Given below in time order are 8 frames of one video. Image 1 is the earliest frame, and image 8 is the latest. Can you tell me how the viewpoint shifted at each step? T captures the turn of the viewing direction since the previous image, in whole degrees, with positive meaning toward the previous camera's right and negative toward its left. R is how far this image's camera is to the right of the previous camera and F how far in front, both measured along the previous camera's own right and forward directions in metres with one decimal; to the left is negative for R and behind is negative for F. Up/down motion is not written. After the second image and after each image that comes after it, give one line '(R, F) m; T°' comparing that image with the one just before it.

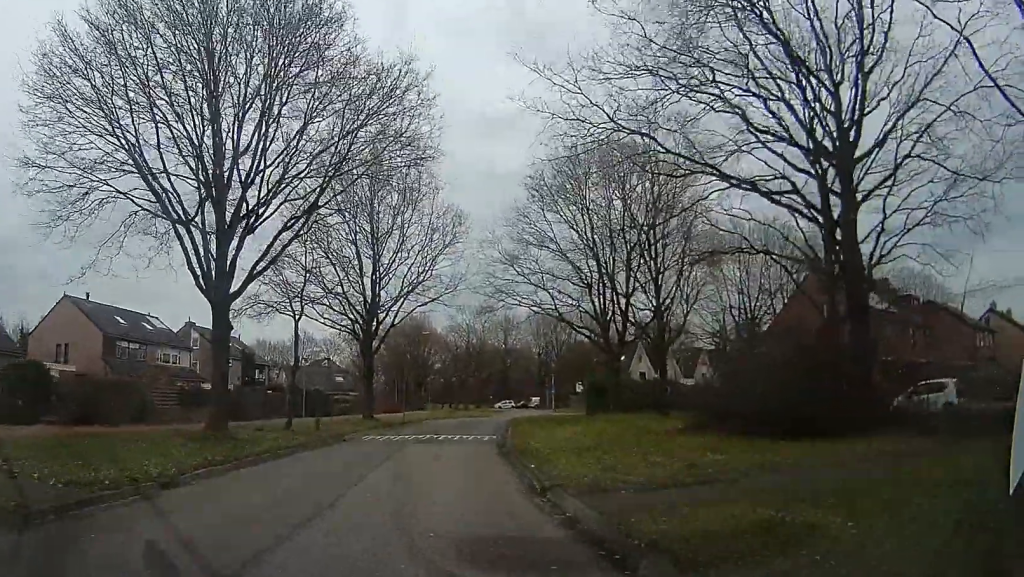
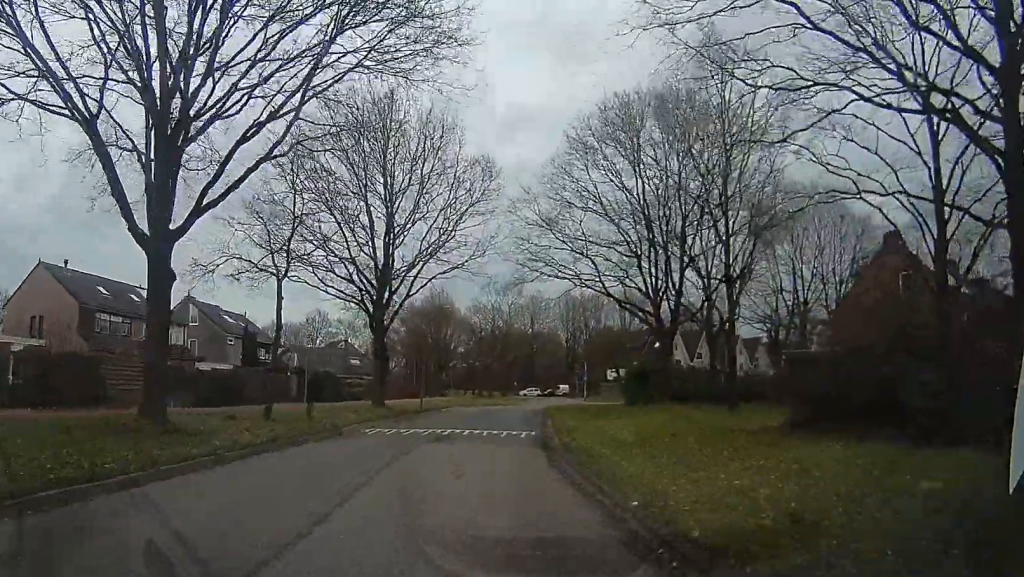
(+0.2, +6.5) m; +2°
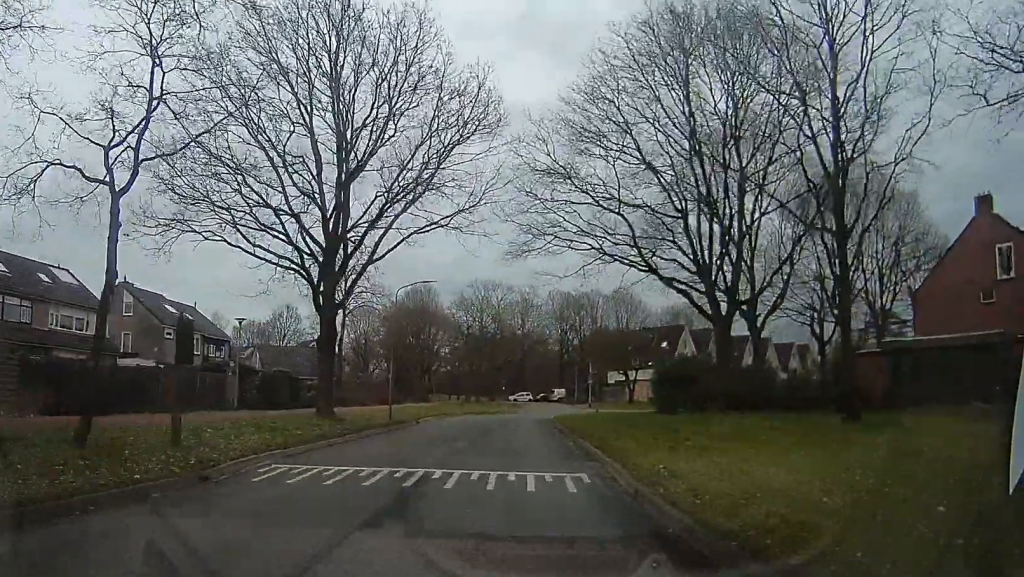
(+0.1, +10.4) m; +1°
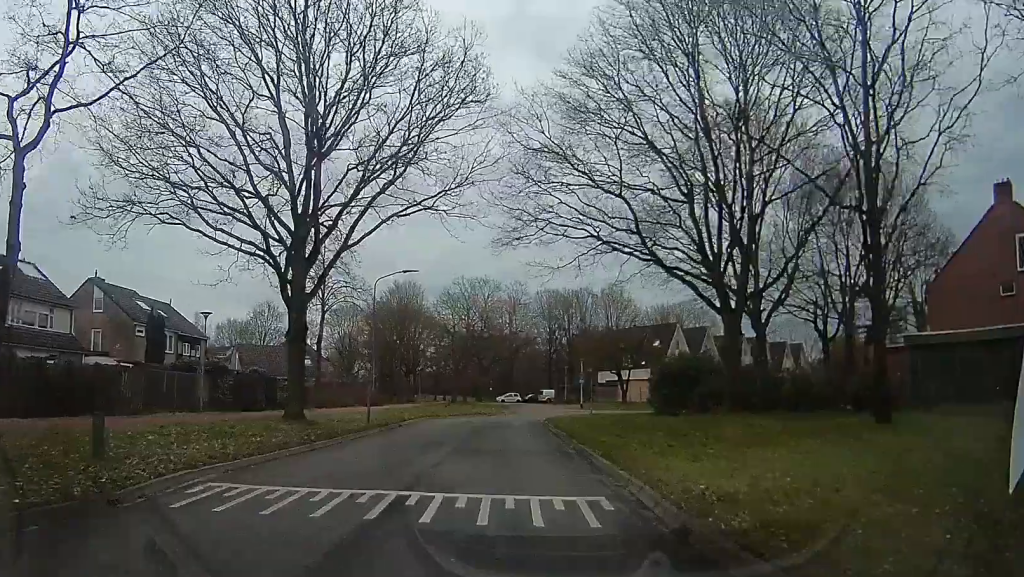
(0.0, +2.4) m; 0°
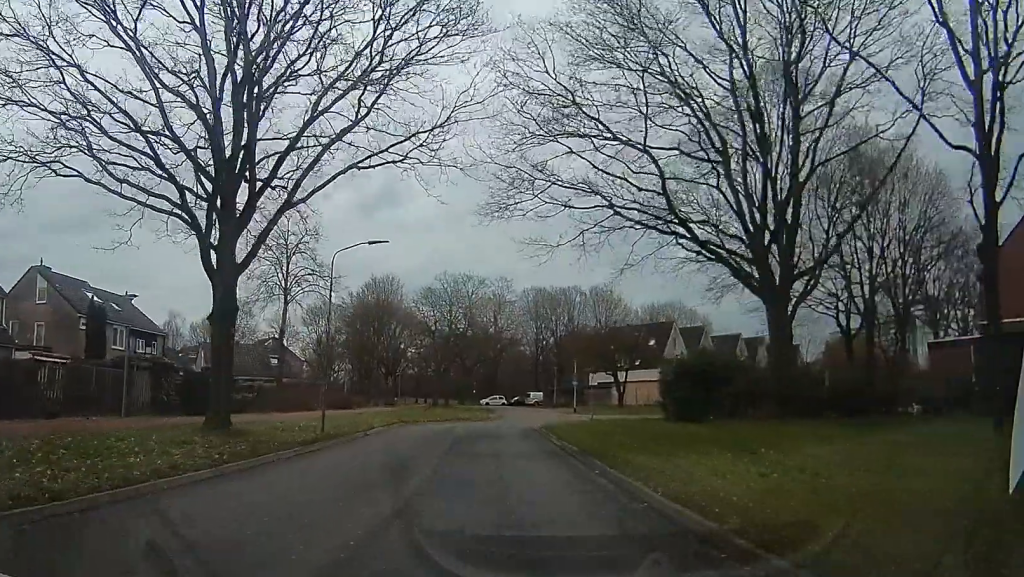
(0.0, +5.1) m; +2°
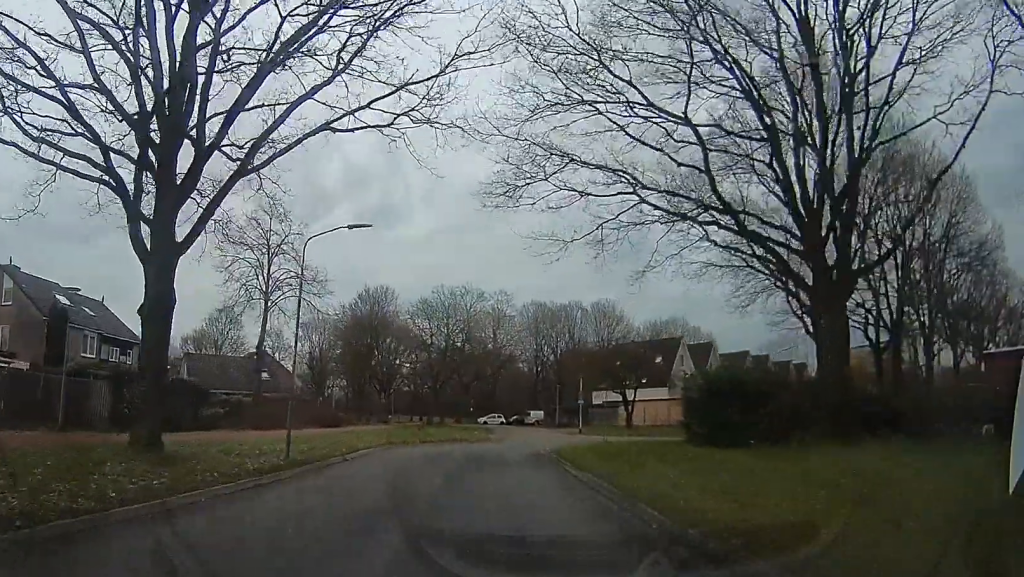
(-0.1, +3.6) m; +2°
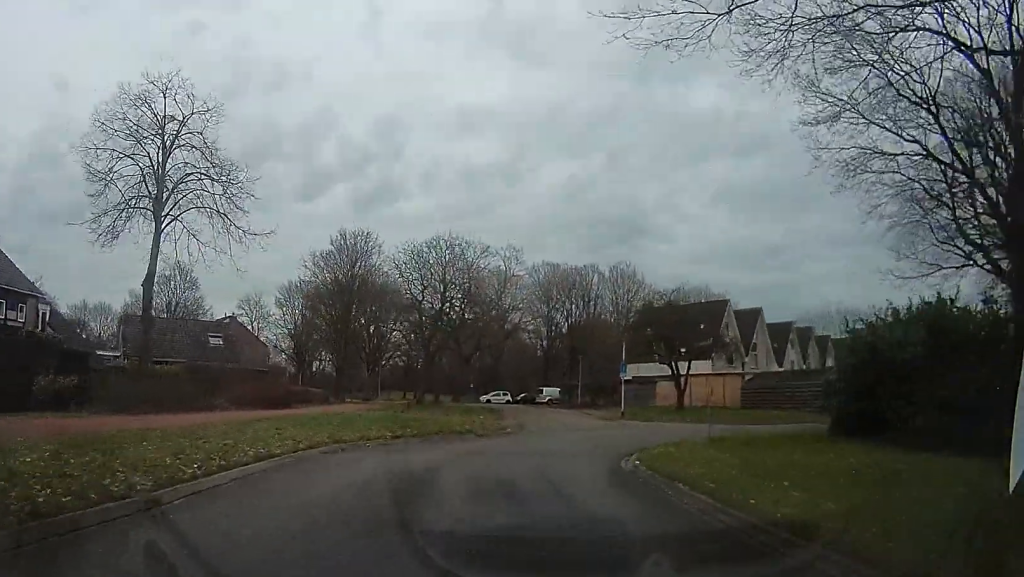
(+1.1, +12.6) m; +6°
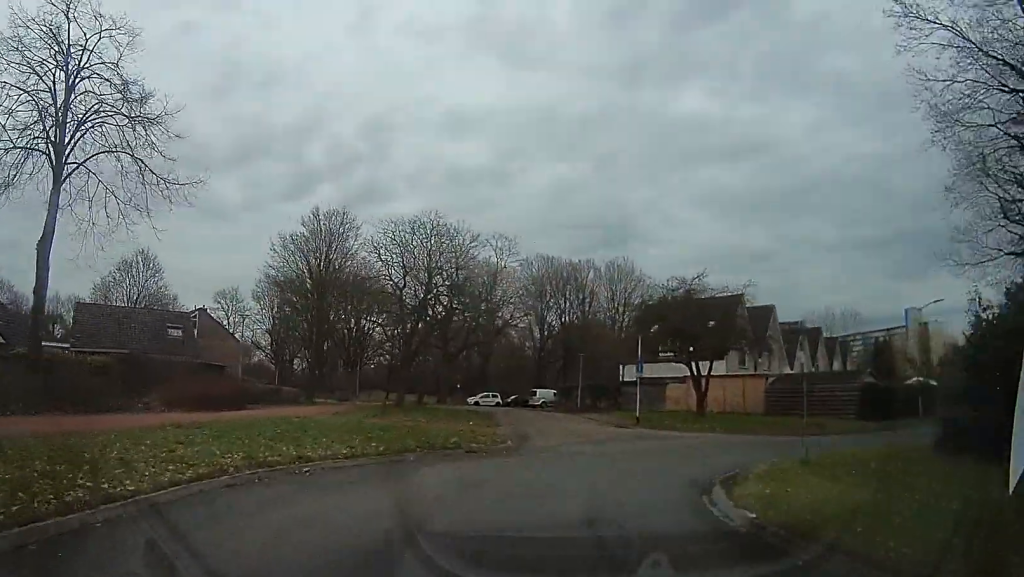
(0.0, +5.3) m; 0°
